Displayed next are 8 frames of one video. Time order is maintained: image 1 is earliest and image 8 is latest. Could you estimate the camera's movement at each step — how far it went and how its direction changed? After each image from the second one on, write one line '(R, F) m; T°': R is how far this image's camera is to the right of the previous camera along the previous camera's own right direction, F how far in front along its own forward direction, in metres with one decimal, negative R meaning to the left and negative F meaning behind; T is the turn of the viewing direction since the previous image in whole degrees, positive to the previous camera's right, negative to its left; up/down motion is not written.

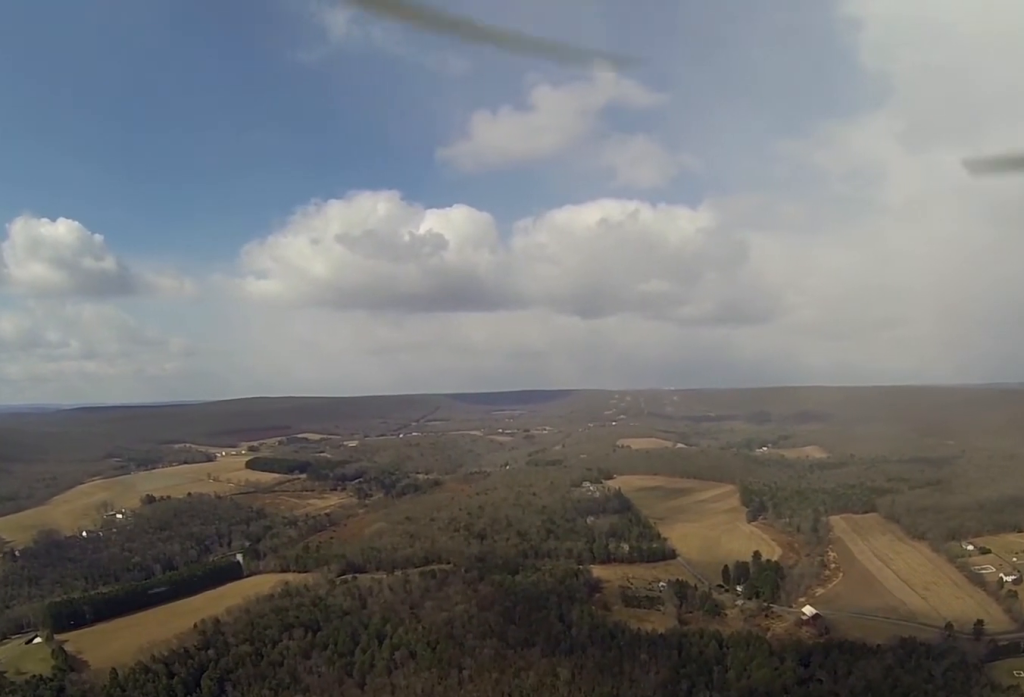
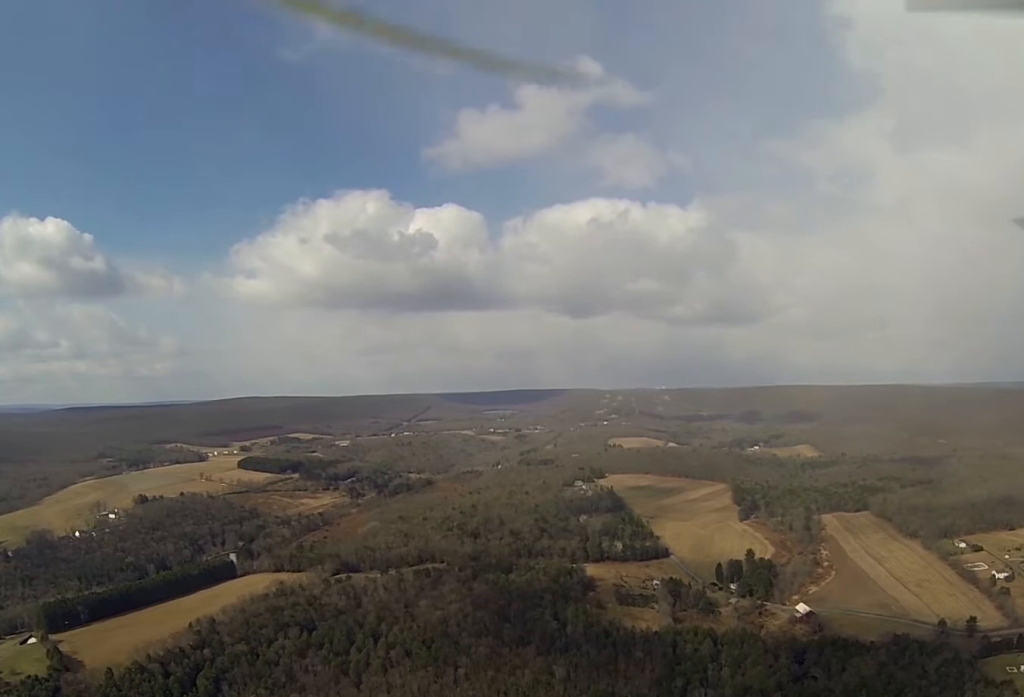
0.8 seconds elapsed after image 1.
(0.0, +2.3) m; +1°
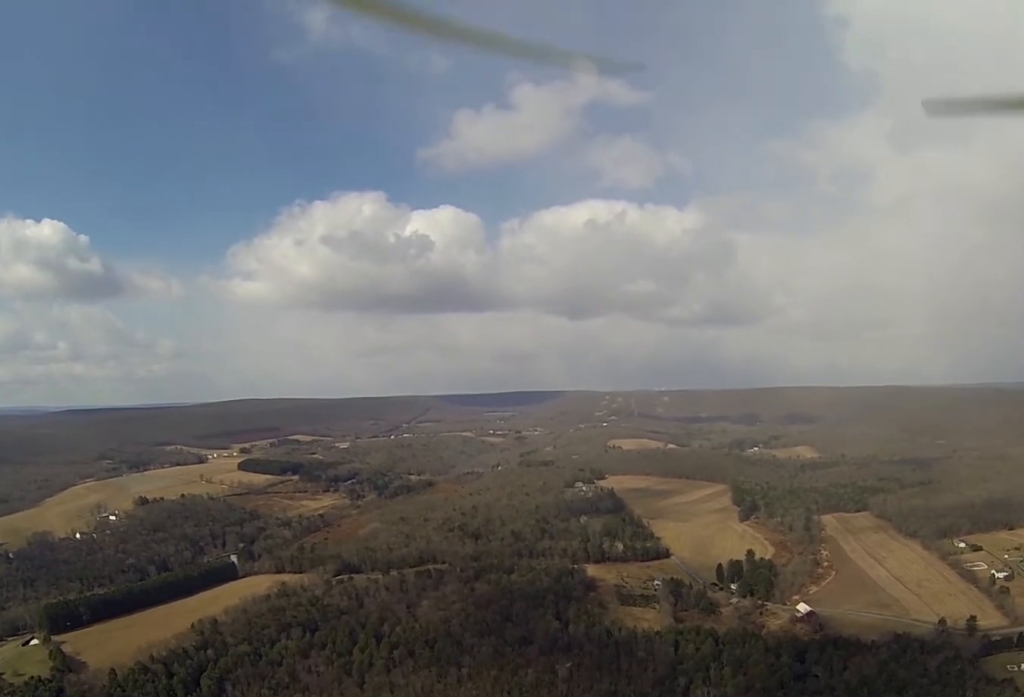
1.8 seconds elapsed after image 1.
(+0.1, +2.9) m; +1°
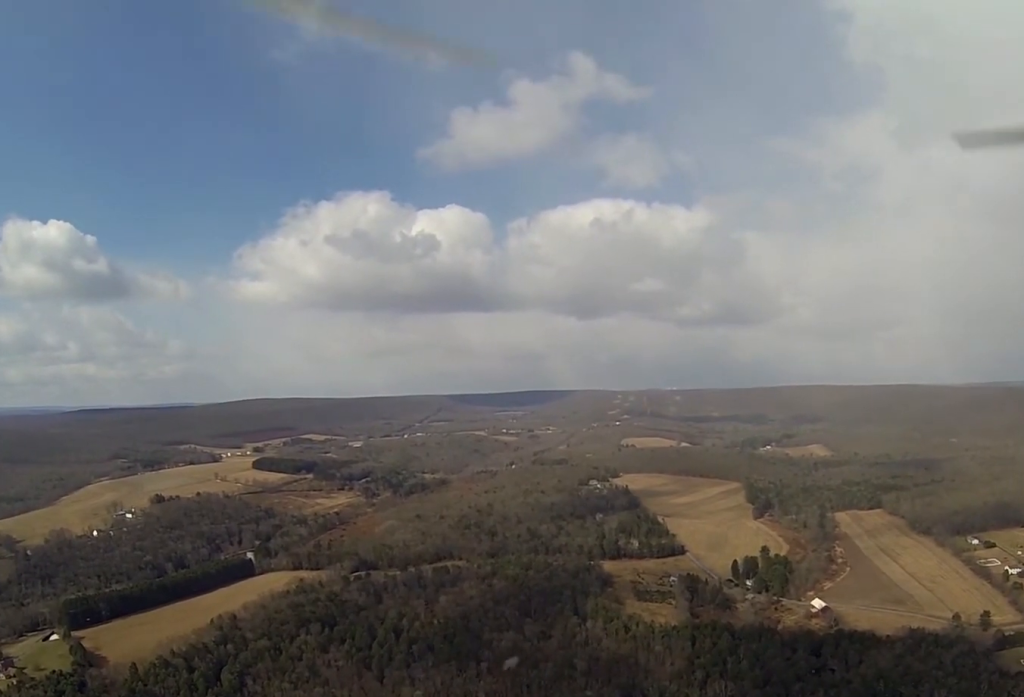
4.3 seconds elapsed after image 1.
(0.0, +6.3) m; 0°
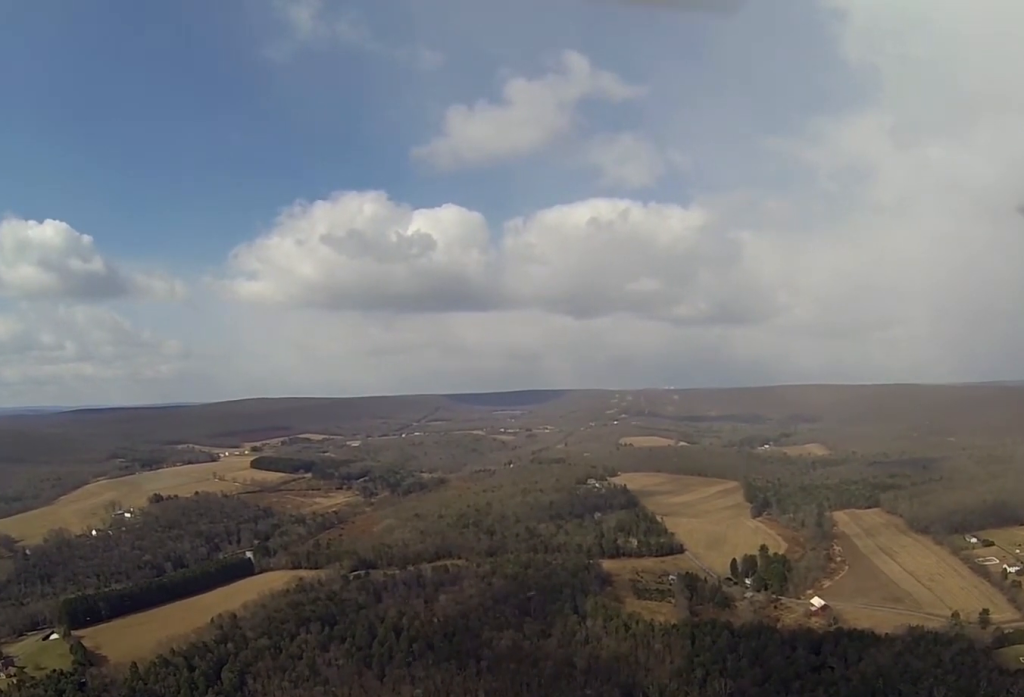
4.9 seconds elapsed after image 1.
(0.0, +1.3) m; 0°
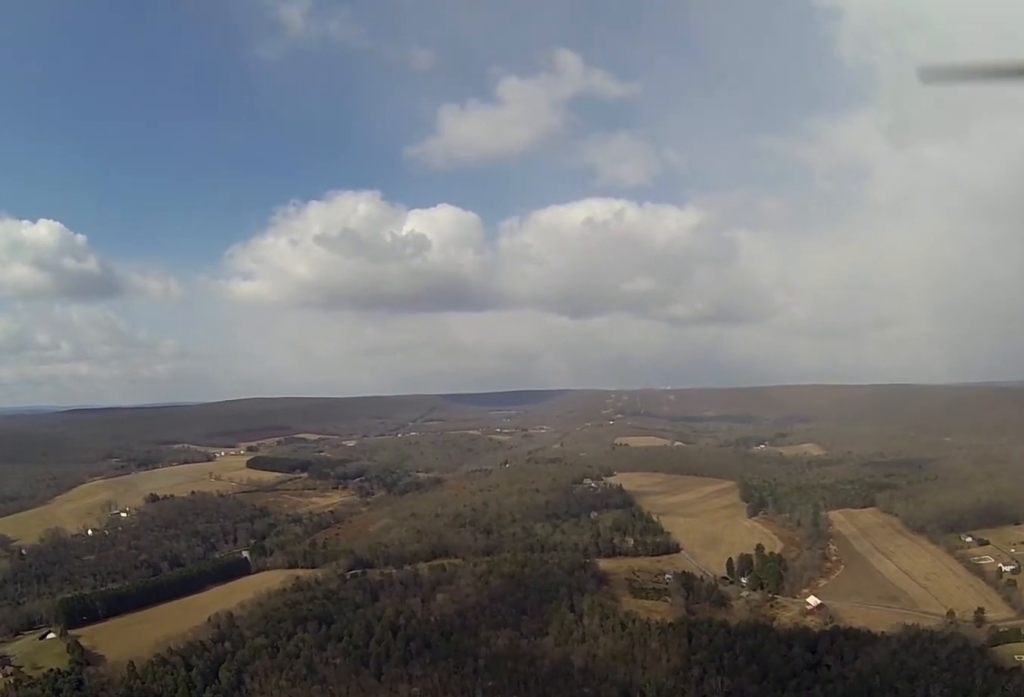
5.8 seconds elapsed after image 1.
(0.0, +2.1) m; +1°
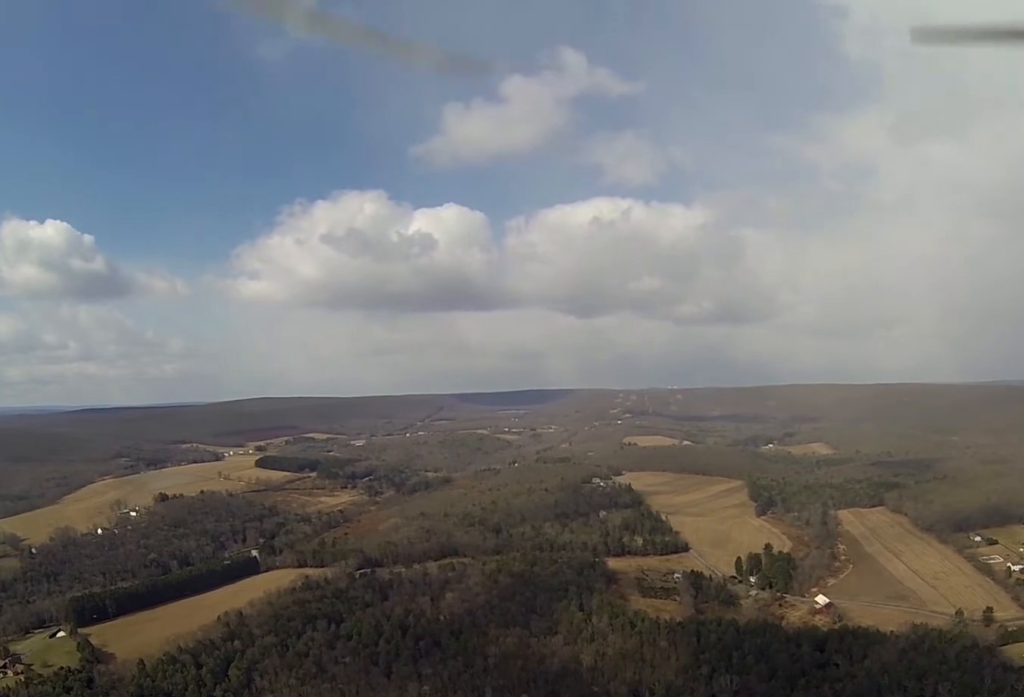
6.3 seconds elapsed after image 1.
(0.0, +1.3) m; -1°
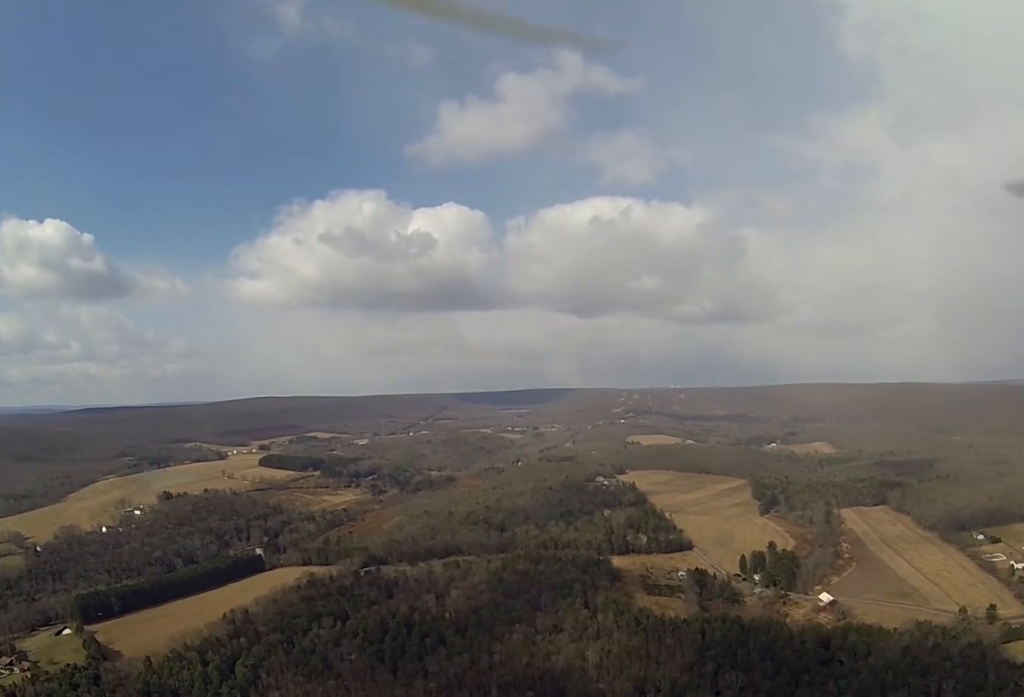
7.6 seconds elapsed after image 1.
(-0.1, +3.3) m; -1°
